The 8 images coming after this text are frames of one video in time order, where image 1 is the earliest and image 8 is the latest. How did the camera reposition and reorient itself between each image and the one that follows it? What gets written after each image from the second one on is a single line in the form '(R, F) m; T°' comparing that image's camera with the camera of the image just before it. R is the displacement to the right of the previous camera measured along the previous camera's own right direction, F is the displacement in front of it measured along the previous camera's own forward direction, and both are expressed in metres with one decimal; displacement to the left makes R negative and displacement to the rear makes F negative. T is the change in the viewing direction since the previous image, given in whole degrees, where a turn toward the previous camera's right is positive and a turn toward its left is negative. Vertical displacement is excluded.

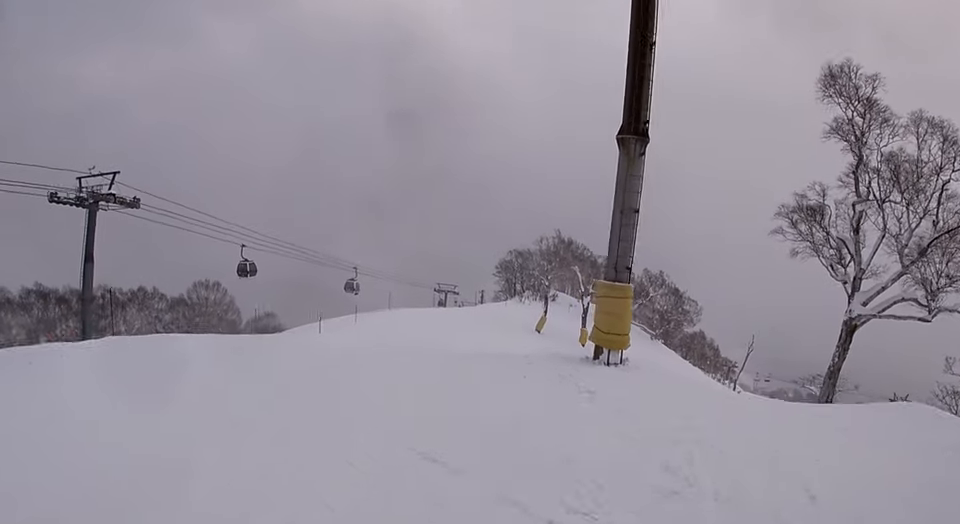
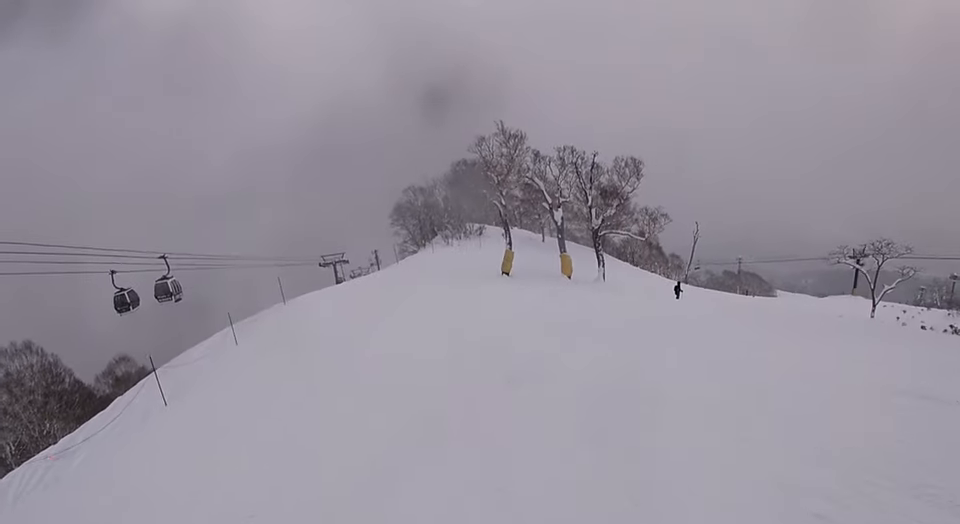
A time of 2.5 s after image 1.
(-1.1, +20.4) m; +10°
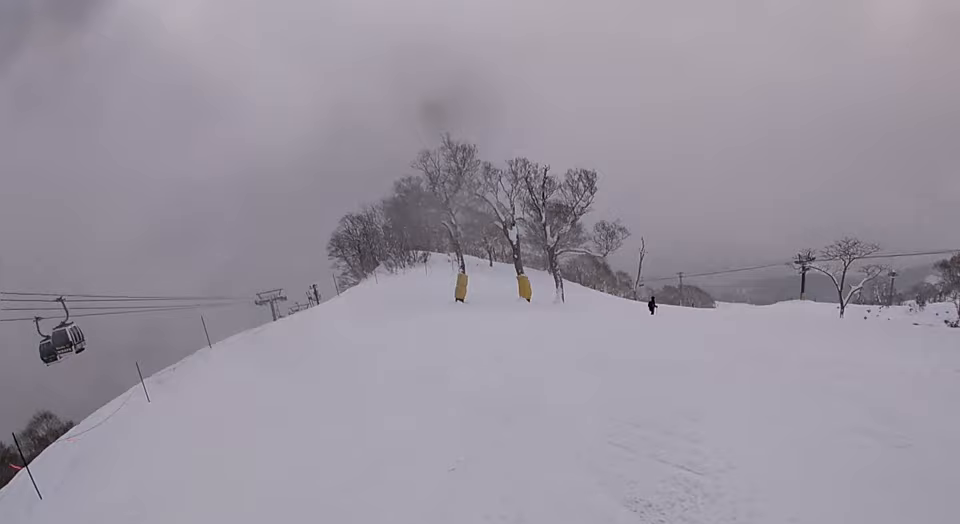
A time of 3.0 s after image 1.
(+0.2, +4.1) m; +5°
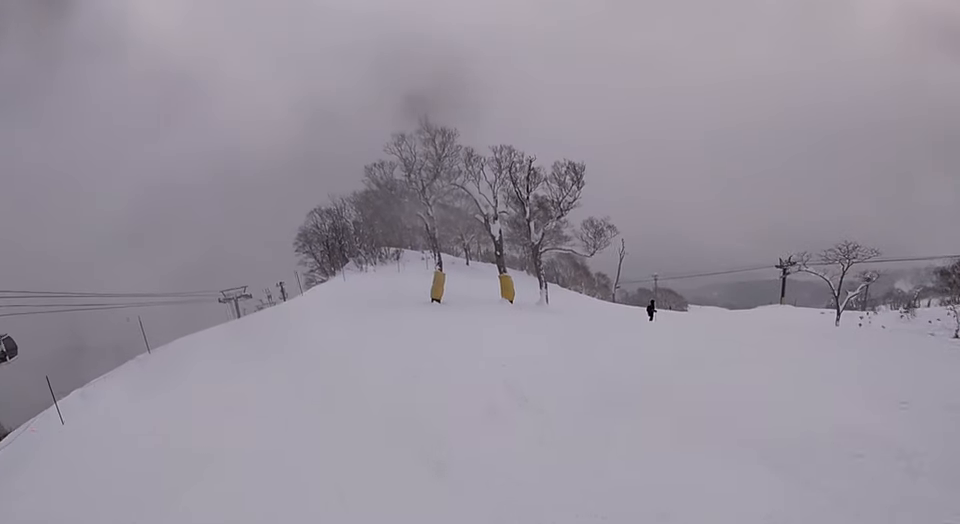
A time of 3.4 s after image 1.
(+0.3, +3.5) m; 0°
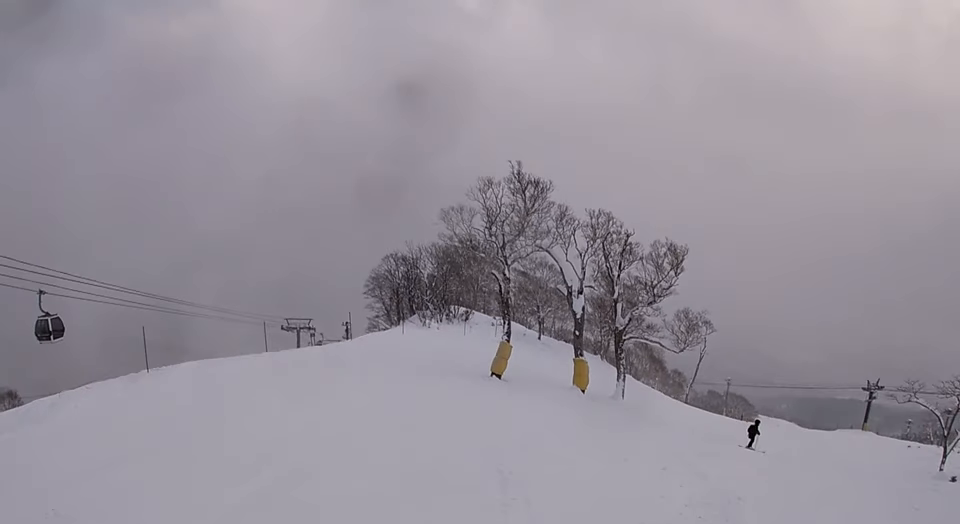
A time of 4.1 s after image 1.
(+0.1, +5.0) m; -1°
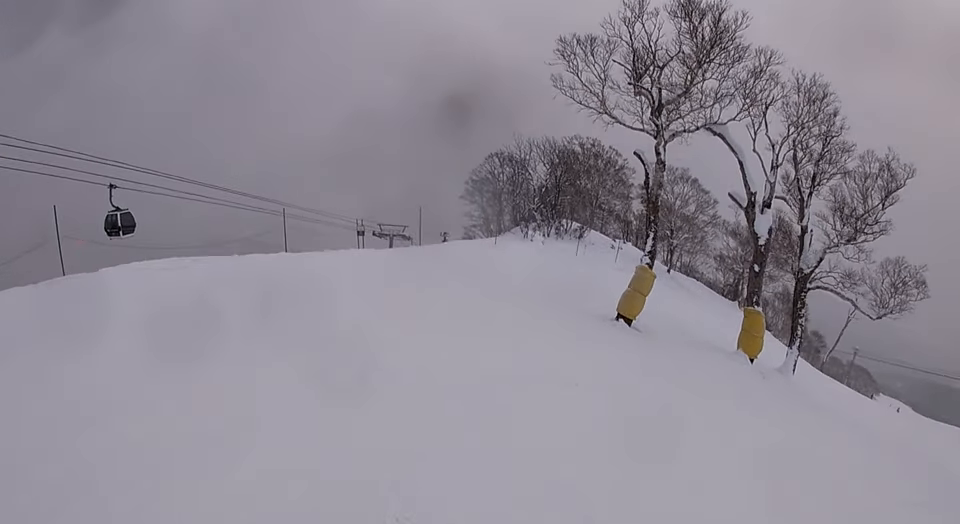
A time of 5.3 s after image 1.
(-0.4, +9.6) m; -3°
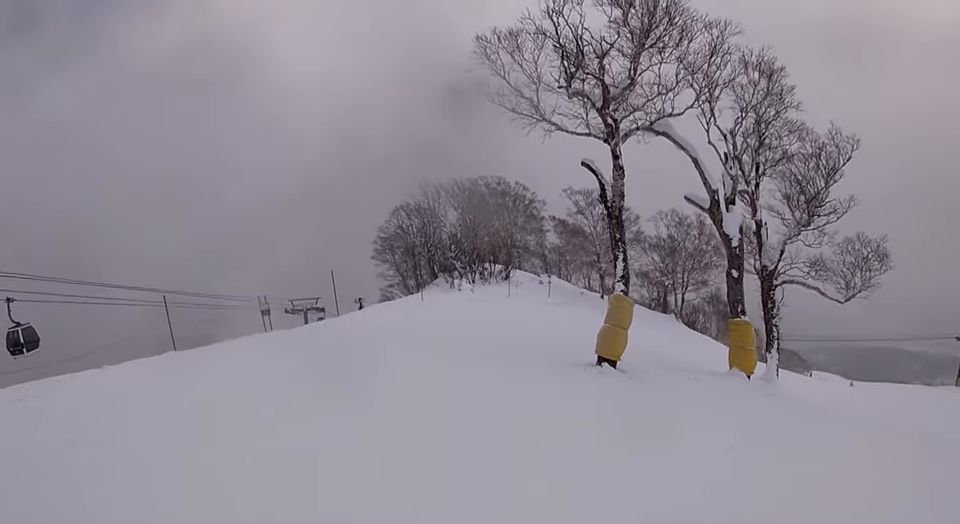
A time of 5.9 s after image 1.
(+0.2, +3.7) m; 0°
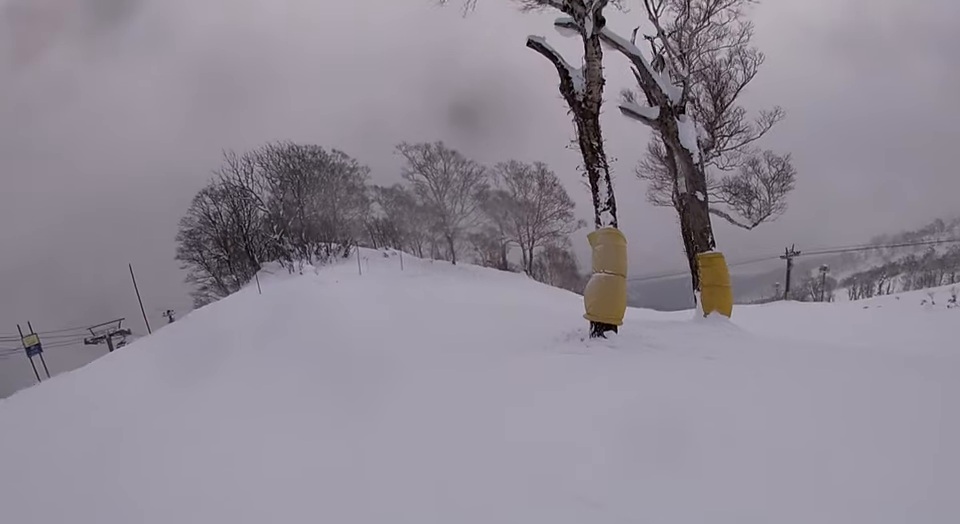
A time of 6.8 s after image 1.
(-0.7, +5.4) m; +13°
